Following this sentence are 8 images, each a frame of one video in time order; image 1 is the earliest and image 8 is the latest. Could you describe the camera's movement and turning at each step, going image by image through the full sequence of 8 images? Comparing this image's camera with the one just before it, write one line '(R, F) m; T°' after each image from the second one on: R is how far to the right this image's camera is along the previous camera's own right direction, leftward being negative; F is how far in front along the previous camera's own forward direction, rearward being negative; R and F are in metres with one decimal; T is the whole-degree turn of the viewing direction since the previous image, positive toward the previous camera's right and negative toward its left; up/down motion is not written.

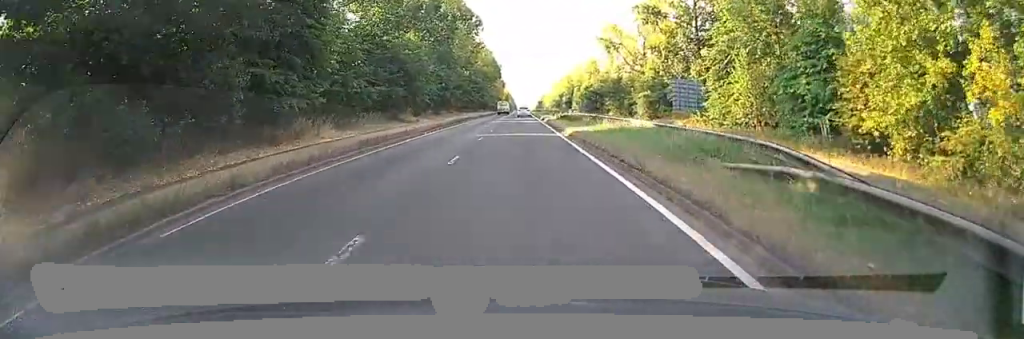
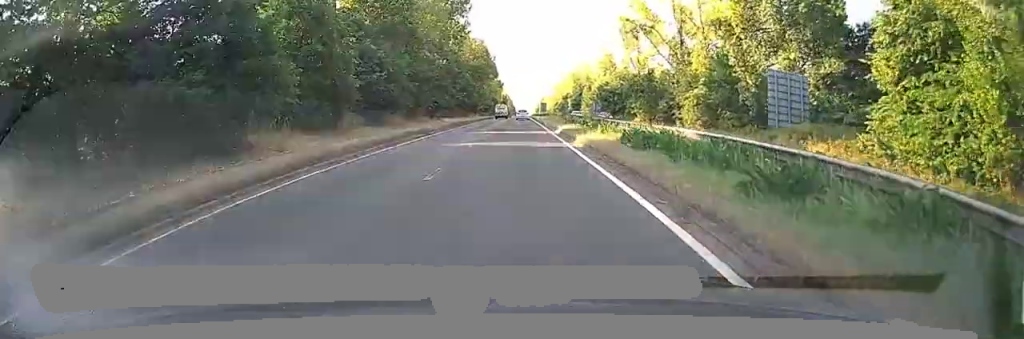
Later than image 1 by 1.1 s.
(-0.1, +30.8) m; 0°
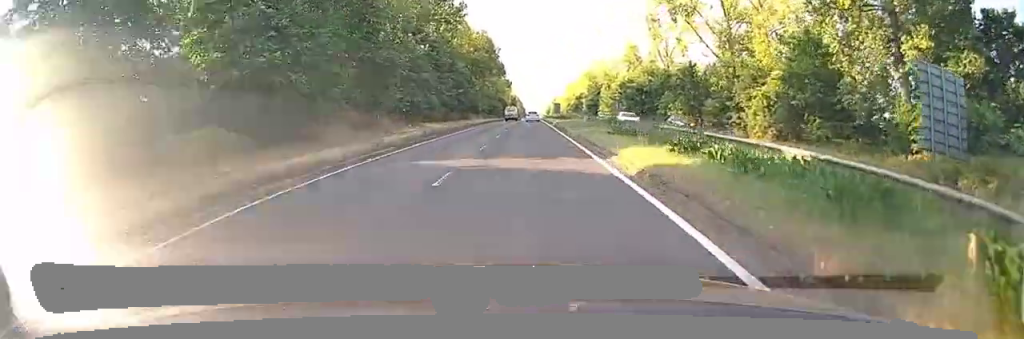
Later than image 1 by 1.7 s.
(0.0, +18.9) m; 0°
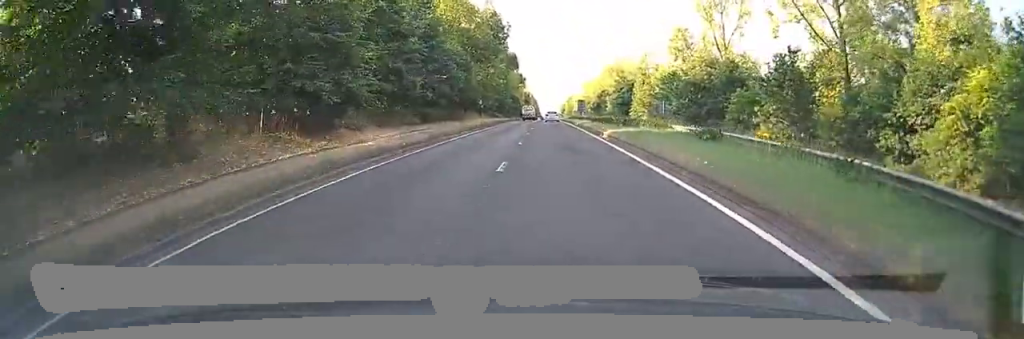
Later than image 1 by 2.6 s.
(0.0, +22.8) m; -1°
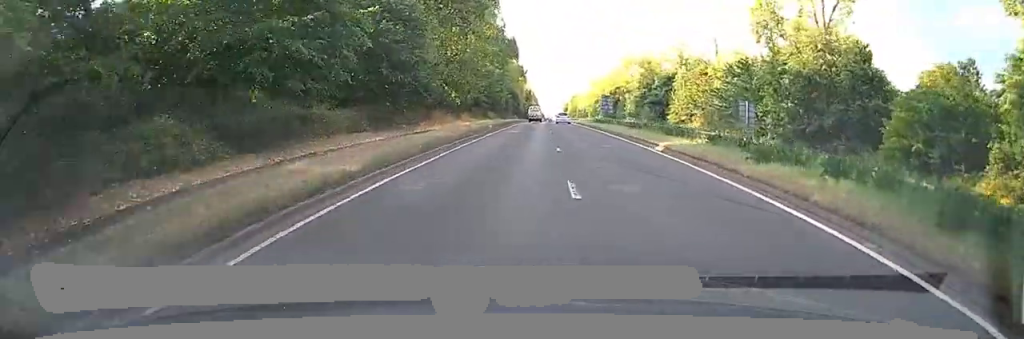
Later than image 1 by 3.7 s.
(-0.3, +26.8) m; -1°
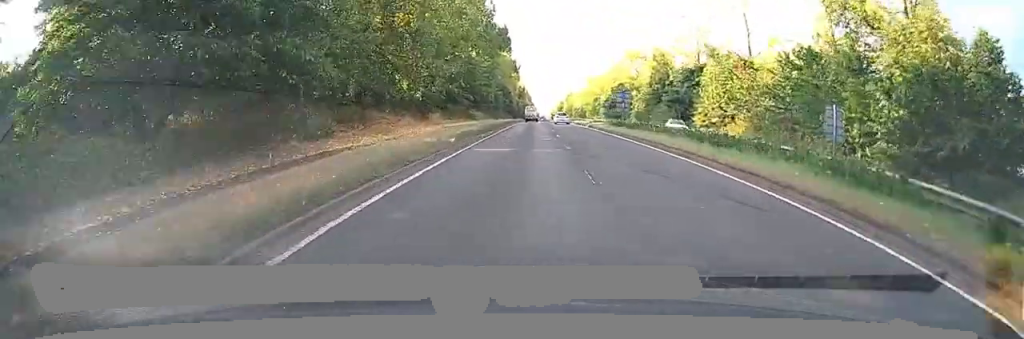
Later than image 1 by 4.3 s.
(-0.1, +14.9) m; 0°
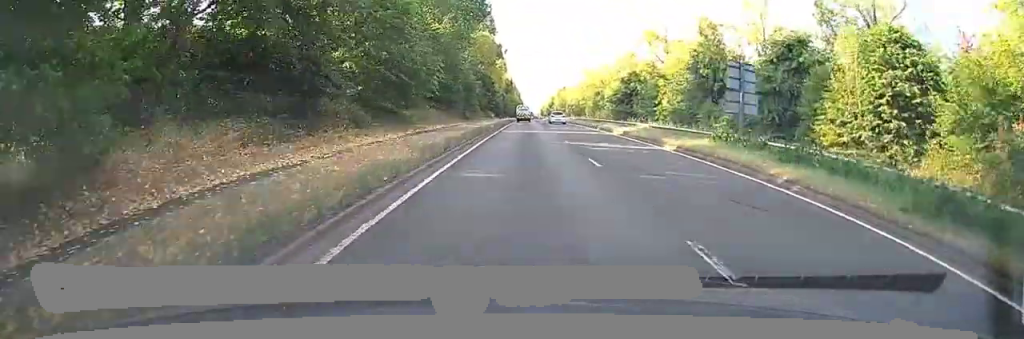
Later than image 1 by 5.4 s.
(+0.2, +30.8) m; +1°
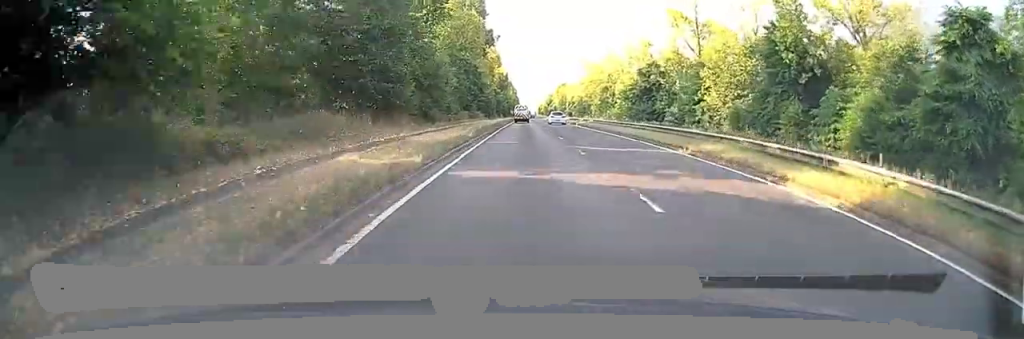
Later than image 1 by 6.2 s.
(+0.3, +22.3) m; +1°
